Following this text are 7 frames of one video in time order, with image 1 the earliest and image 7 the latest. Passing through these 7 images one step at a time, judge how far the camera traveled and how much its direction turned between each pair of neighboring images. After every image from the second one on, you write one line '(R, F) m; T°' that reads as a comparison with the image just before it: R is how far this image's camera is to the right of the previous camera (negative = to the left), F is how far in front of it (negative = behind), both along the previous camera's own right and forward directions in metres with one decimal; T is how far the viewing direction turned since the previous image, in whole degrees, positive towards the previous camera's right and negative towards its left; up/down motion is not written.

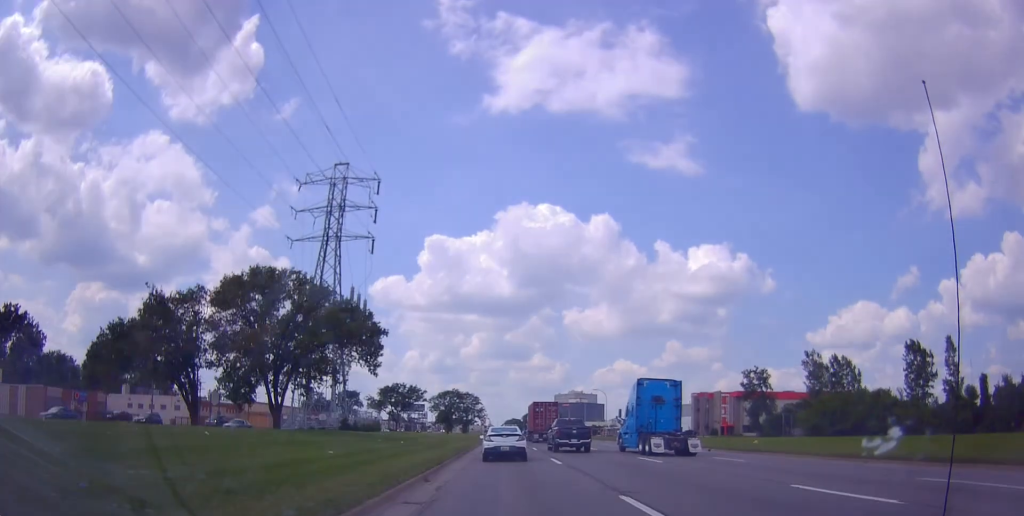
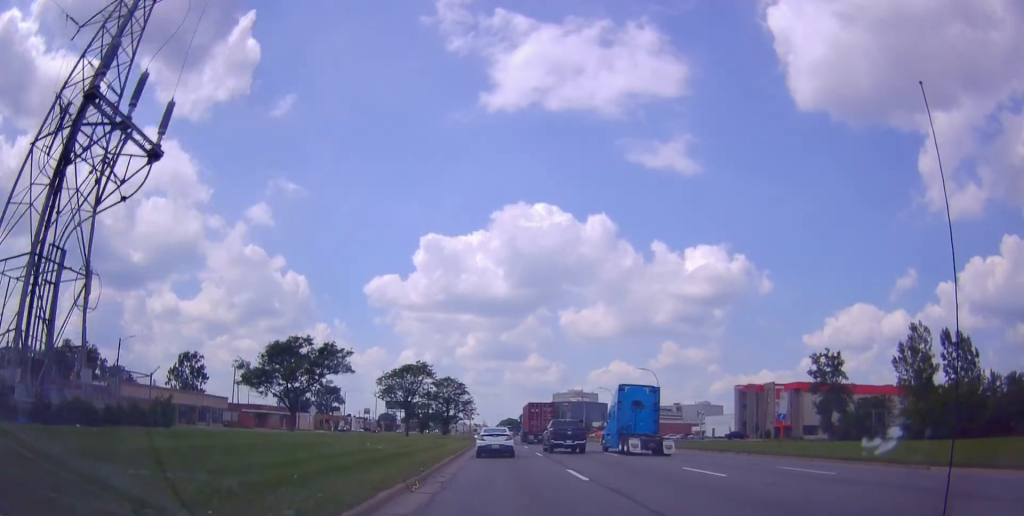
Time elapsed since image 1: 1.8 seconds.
(-1.0, +37.2) m; -2°
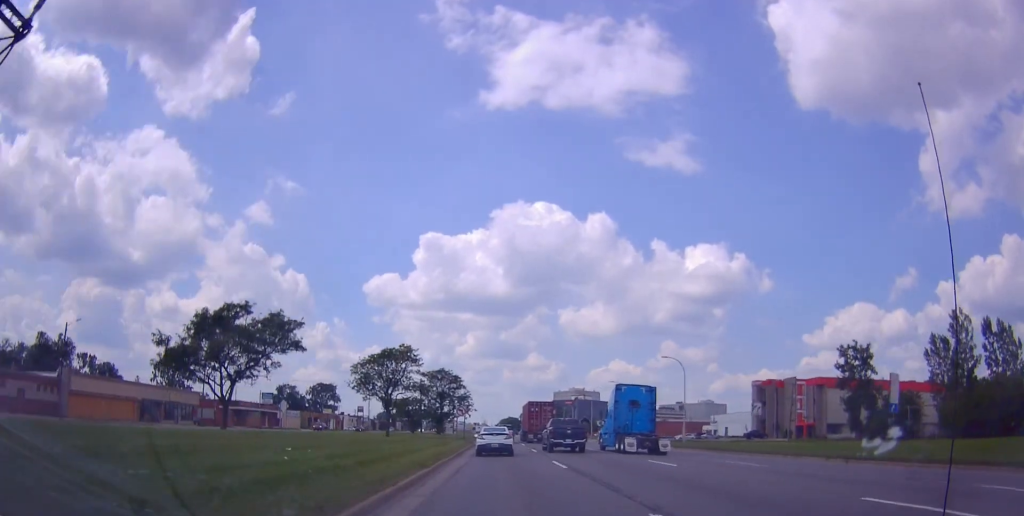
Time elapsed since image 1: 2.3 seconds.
(0.0, +10.2) m; 0°
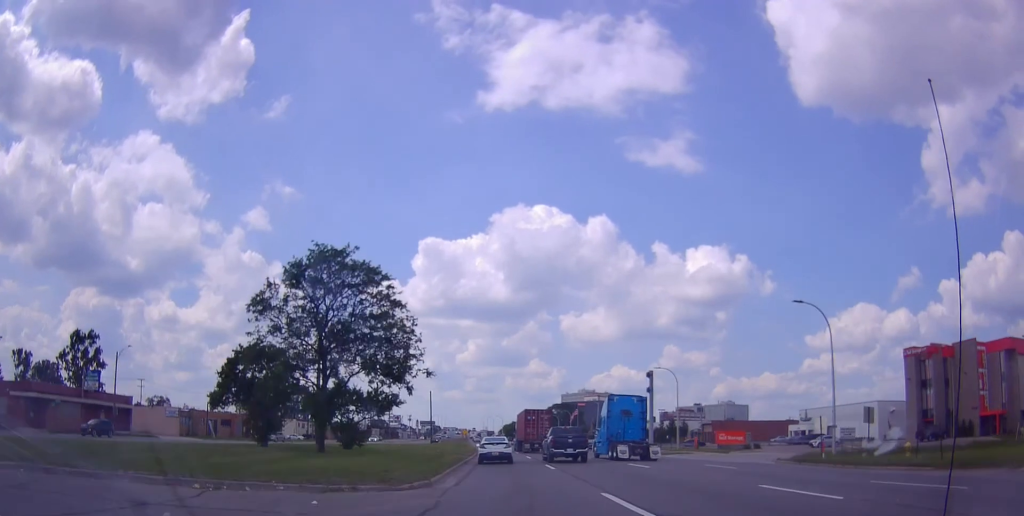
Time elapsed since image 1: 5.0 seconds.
(+1.1, +55.5) m; +3°
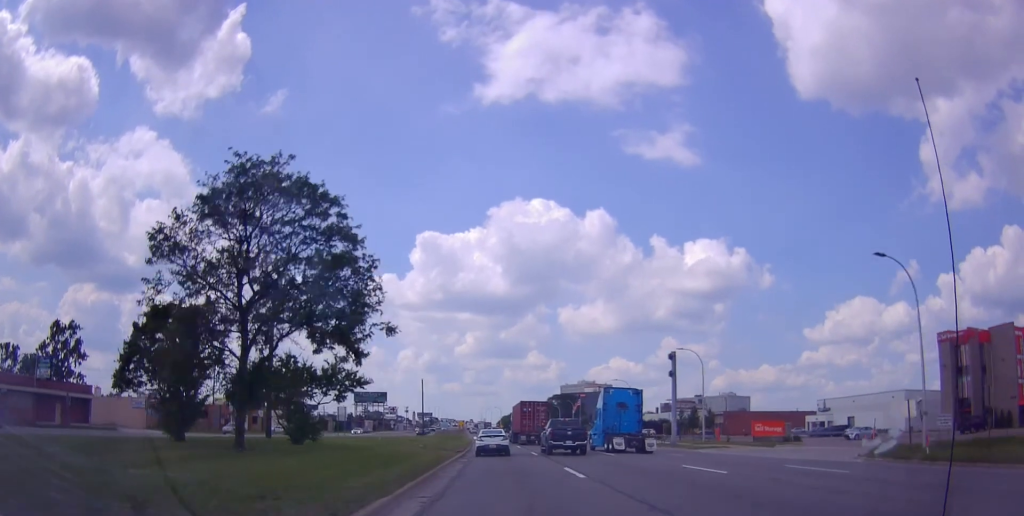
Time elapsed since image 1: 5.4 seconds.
(0.0, +8.7) m; 0°
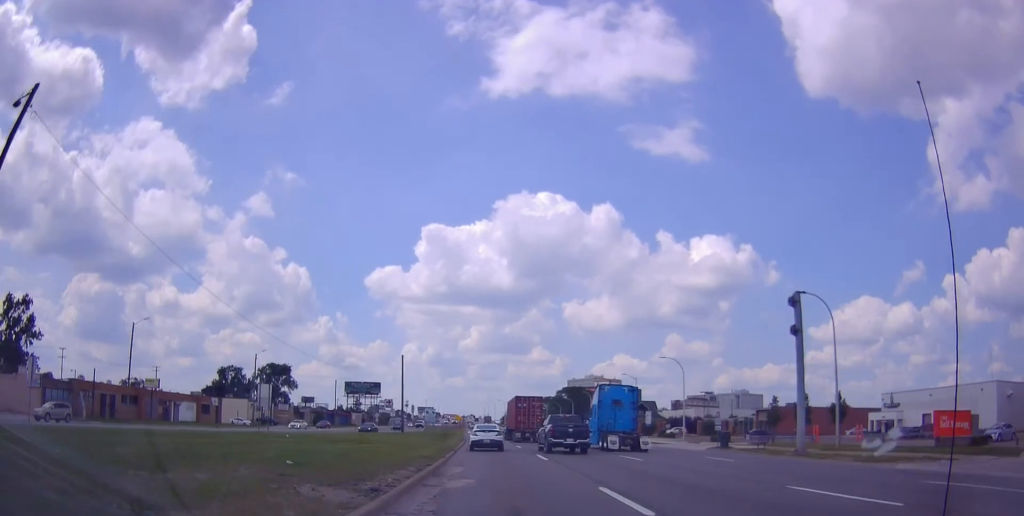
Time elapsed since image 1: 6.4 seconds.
(-0.2, +22.7) m; -1°
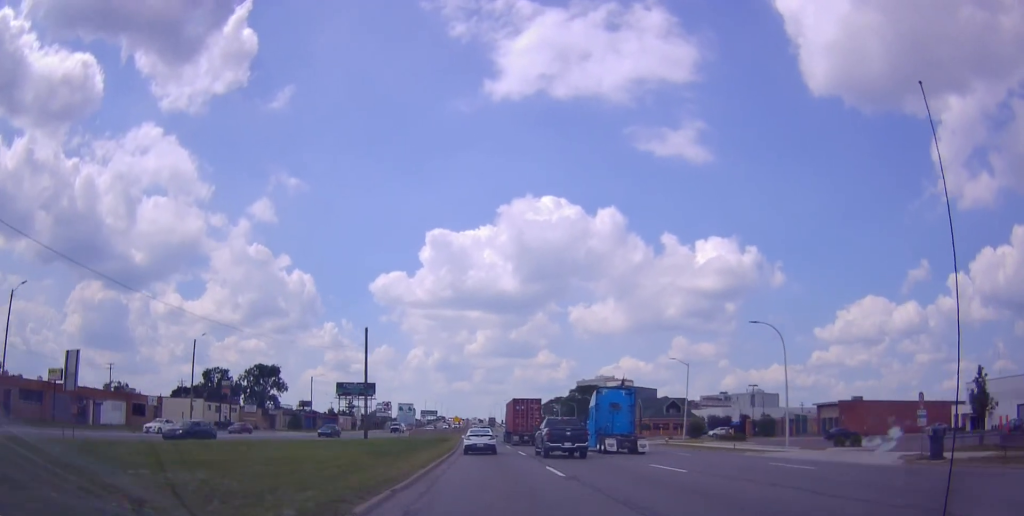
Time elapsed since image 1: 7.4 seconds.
(-0.3, +22.1) m; -1°
